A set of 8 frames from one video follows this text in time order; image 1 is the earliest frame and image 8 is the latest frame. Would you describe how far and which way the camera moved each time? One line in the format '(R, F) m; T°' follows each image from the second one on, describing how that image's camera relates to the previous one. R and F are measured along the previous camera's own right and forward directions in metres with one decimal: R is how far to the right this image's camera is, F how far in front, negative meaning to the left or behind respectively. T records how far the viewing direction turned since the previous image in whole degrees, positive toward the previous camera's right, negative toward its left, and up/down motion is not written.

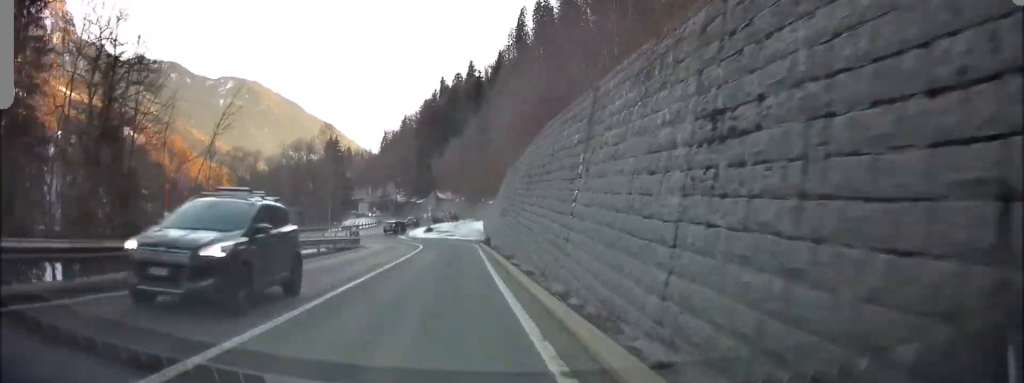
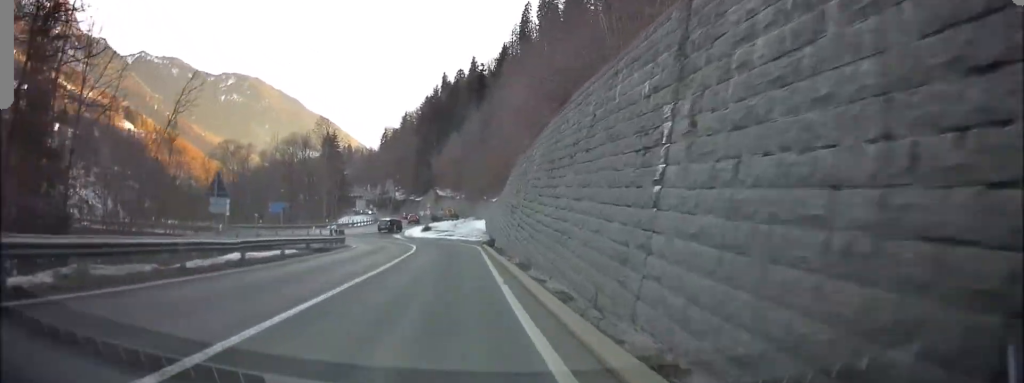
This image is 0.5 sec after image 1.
(0.0, +4.9) m; +2°
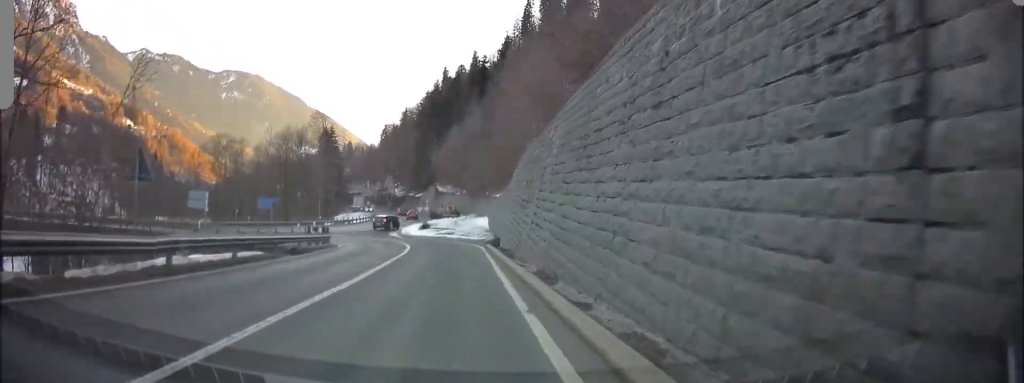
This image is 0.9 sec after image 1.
(+0.1, +3.9) m; +1°
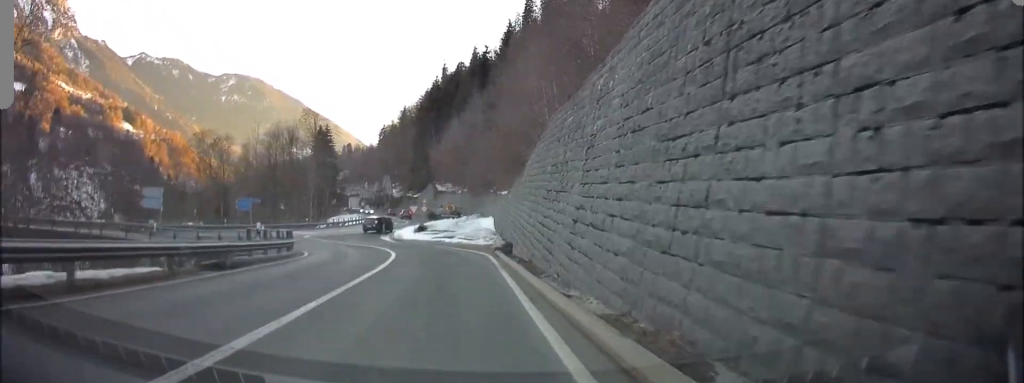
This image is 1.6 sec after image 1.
(+0.3, +7.0) m; 0°
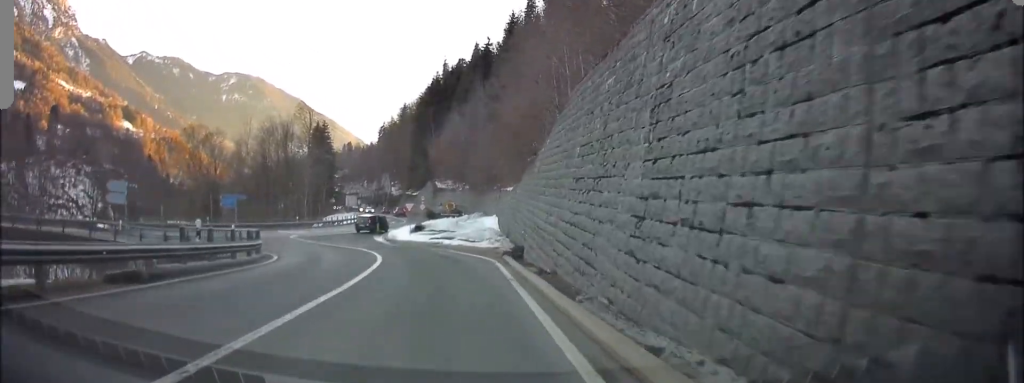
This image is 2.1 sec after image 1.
(-0.2, +4.3) m; -2°
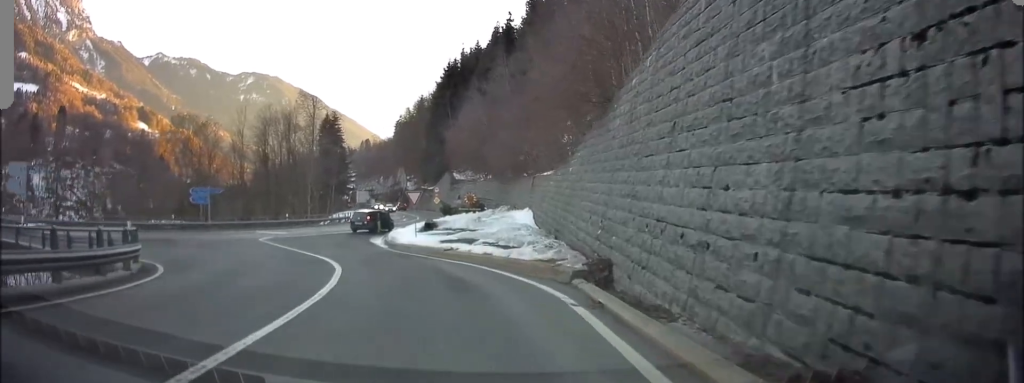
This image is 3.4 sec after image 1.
(-0.6, +12.0) m; -3°
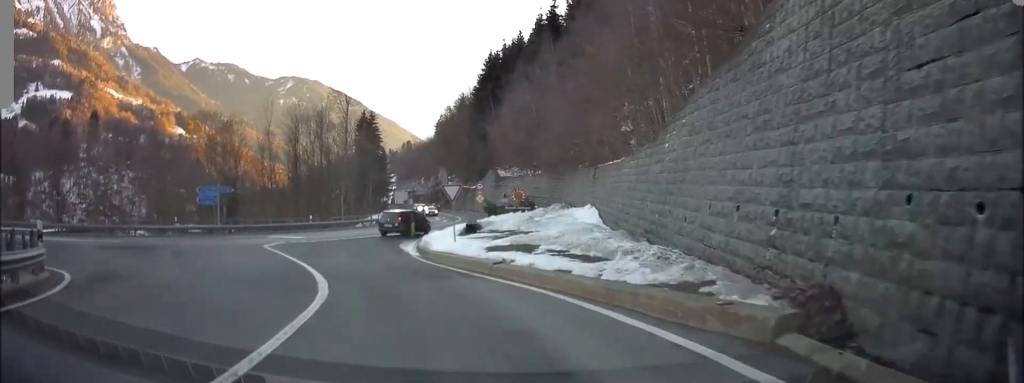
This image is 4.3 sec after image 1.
(+0.1, +7.0) m; 0°
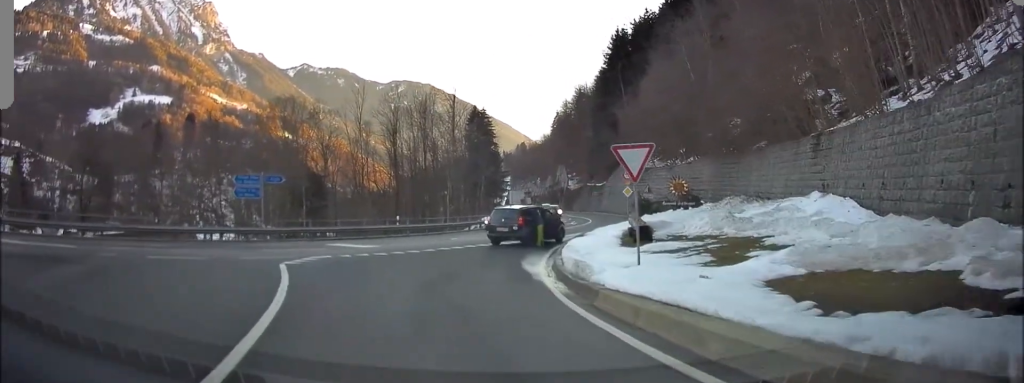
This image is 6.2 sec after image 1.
(-0.3, +13.9) m; -5°
